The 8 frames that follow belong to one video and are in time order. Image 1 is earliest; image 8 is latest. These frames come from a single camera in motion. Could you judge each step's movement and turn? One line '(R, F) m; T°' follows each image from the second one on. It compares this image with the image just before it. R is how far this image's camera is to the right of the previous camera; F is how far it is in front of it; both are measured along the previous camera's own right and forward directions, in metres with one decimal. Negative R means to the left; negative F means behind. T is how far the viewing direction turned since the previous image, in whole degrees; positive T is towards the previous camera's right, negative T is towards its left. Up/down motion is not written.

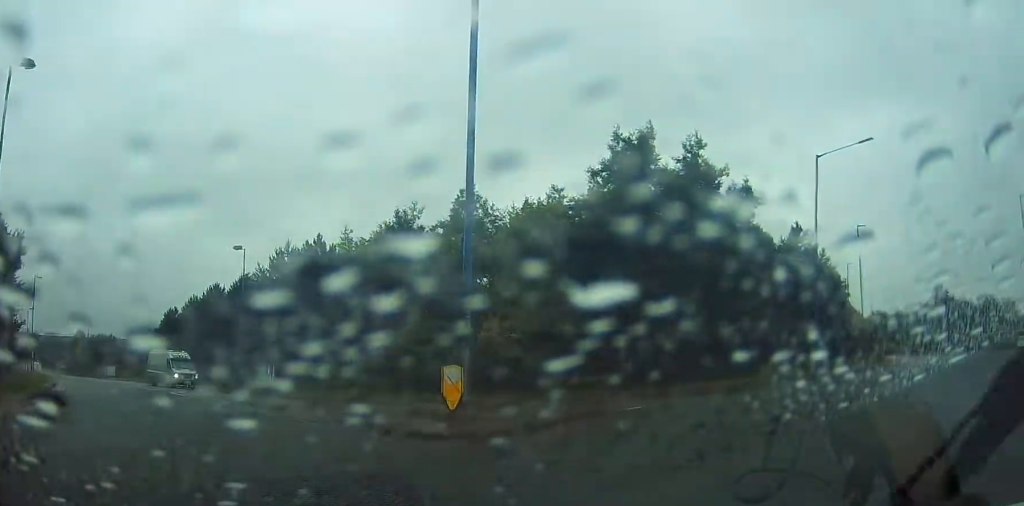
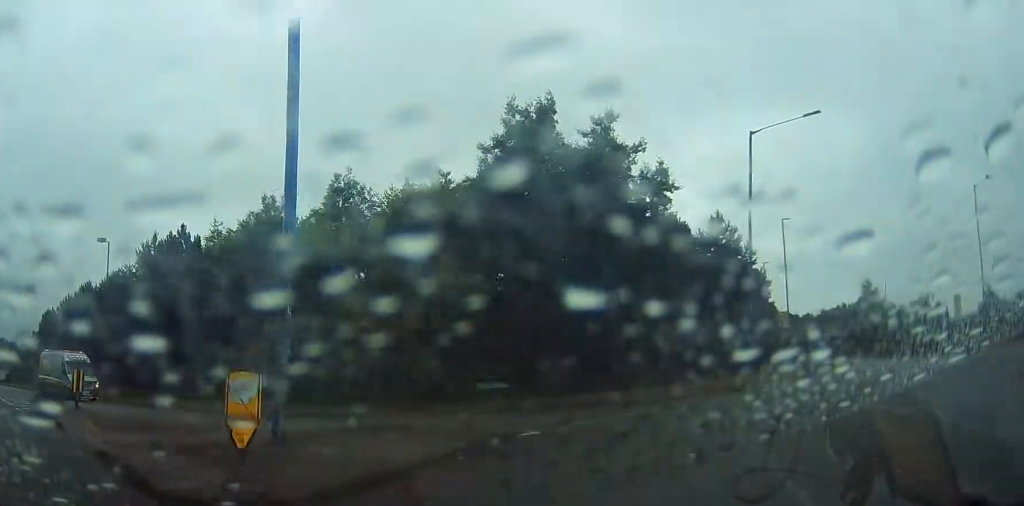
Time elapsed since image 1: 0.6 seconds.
(+0.3, +5.3) m; +12°
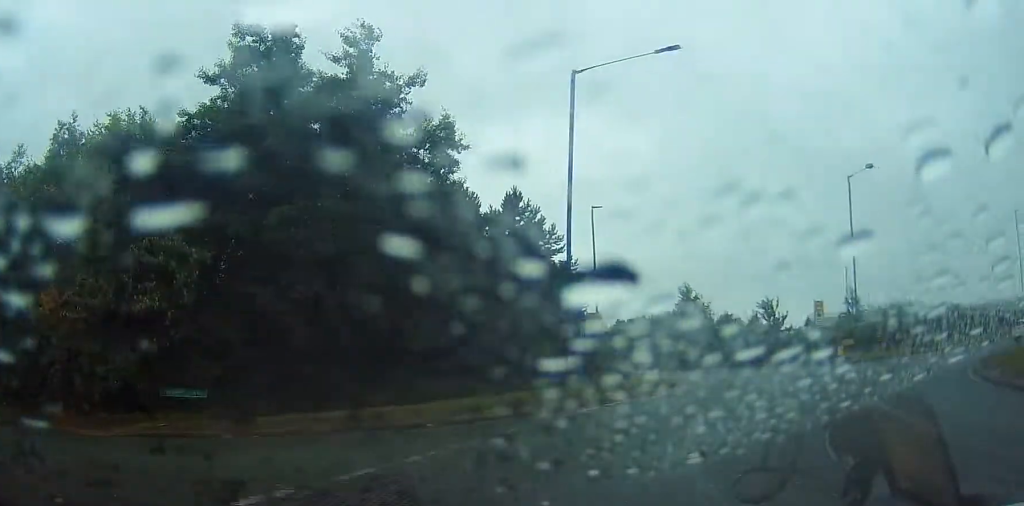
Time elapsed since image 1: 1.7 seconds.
(+1.5, +8.9) m; +13°
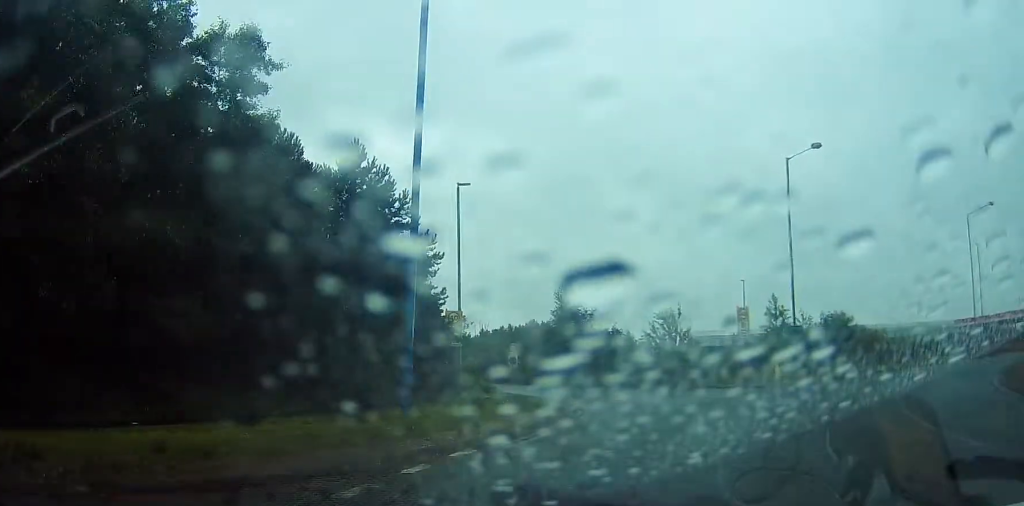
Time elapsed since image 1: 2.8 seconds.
(+0.6, +9.5) m; +7°
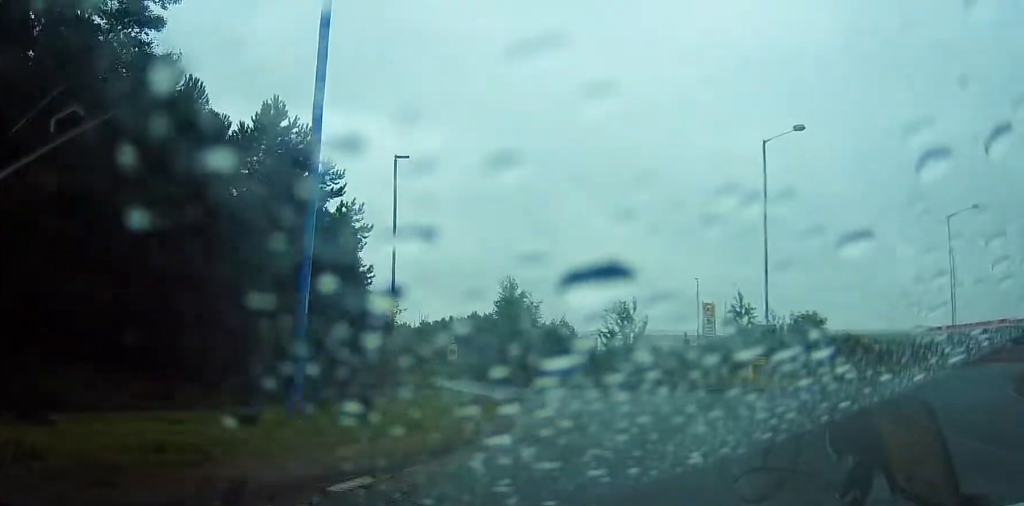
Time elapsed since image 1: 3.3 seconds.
(+0.1, +3.8) m; +3°
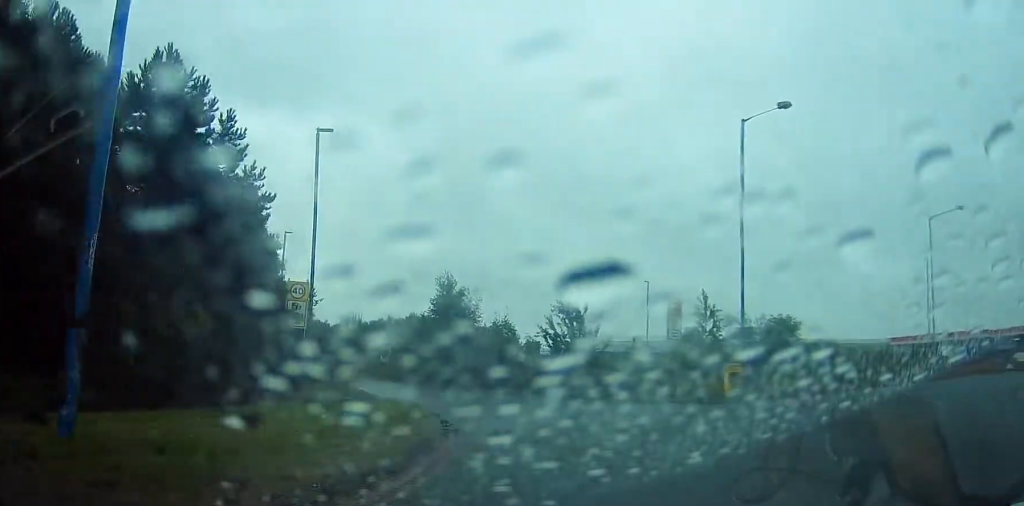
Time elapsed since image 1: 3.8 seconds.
(0.0, +4.6) m; +3°
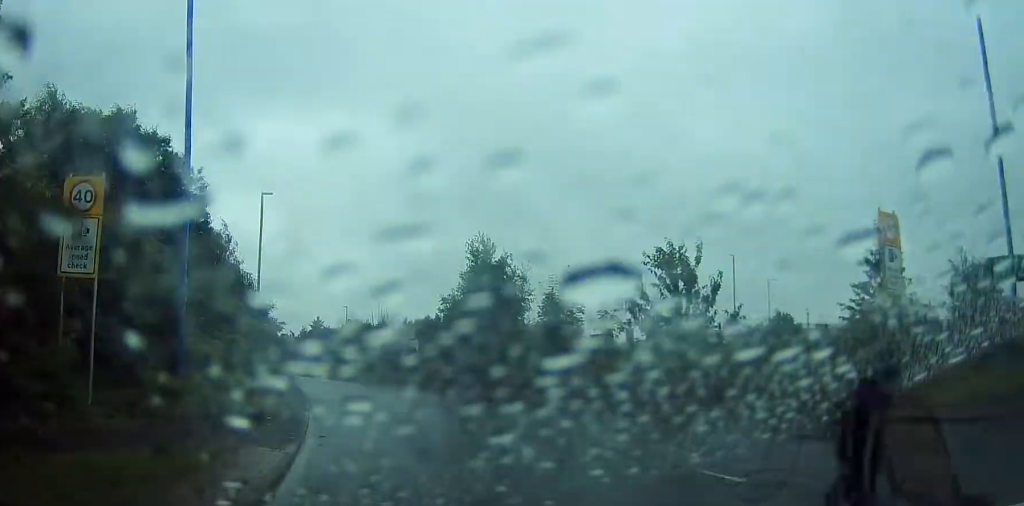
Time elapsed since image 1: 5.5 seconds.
(-0.8, +17.1) m; -13°
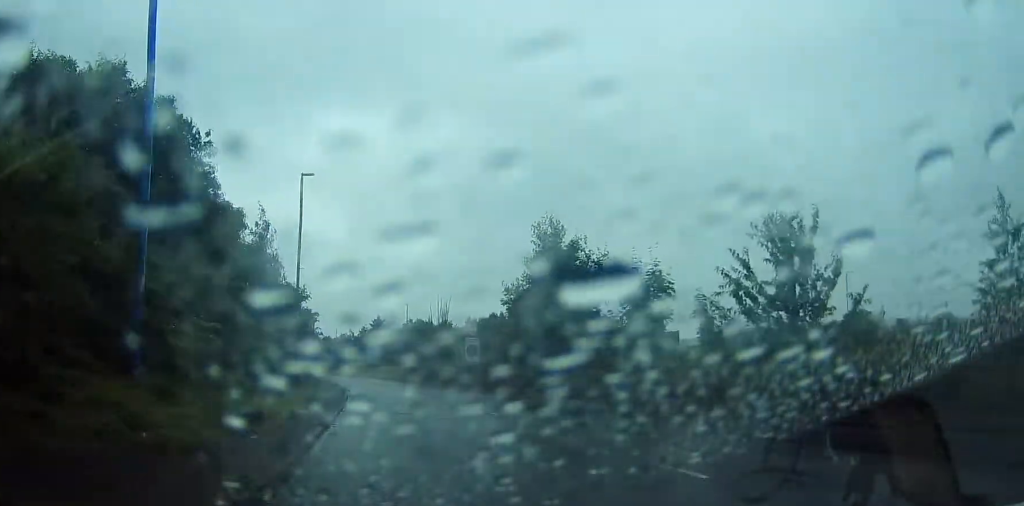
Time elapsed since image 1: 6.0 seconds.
(-0.4, +5.3) m; -4°
